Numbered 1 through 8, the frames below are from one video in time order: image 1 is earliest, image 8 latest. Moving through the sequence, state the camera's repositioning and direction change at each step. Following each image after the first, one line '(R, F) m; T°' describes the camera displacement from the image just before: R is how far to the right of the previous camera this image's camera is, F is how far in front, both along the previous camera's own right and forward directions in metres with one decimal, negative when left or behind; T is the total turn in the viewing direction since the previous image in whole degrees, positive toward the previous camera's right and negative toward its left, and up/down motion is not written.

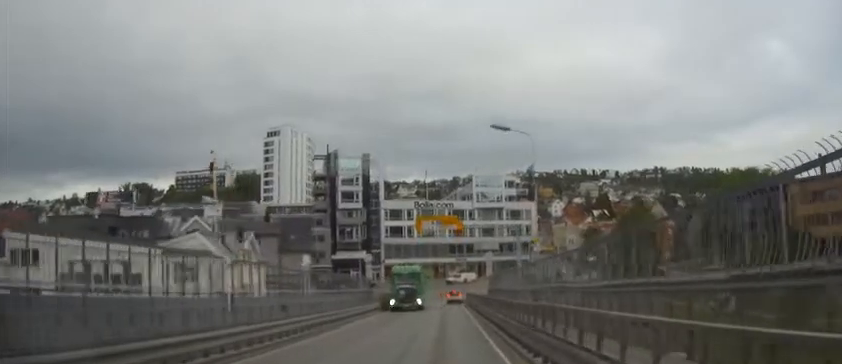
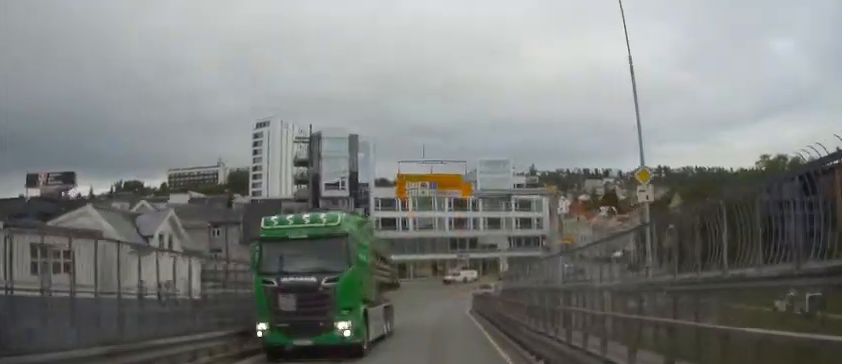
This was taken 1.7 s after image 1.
(0.0, +13.3) m; -1°
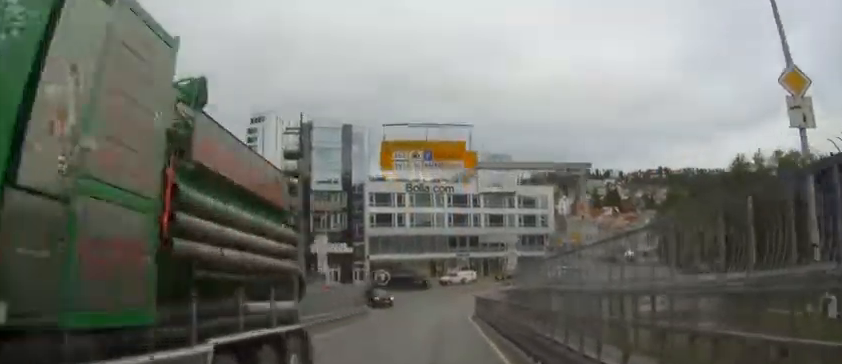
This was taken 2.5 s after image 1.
(-0.1, +5.1) m; -1°
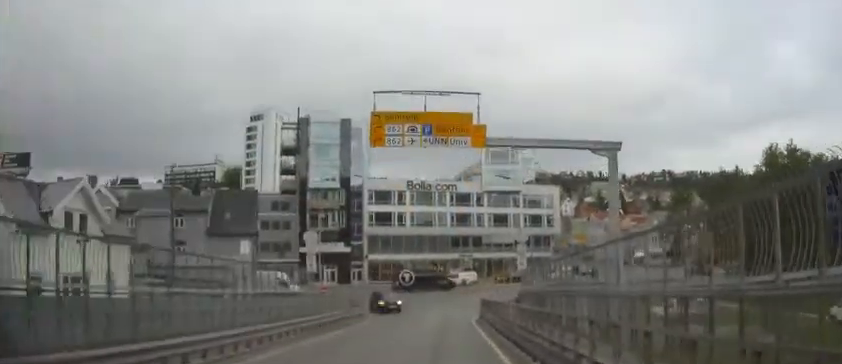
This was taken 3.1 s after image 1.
(0.0, +3.1) m; 0°
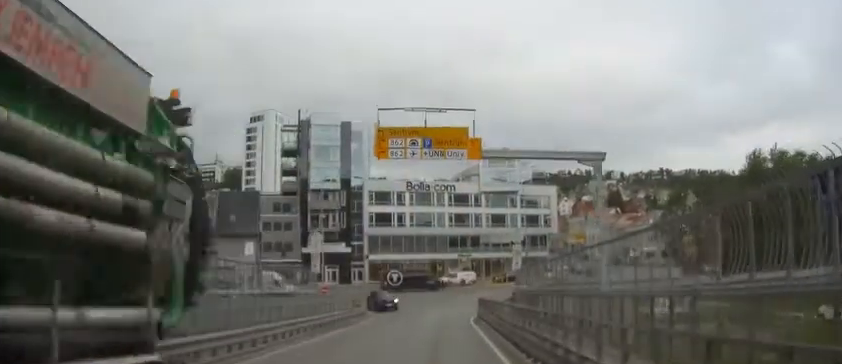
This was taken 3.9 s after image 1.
(0.0, +4.0) m; 0°
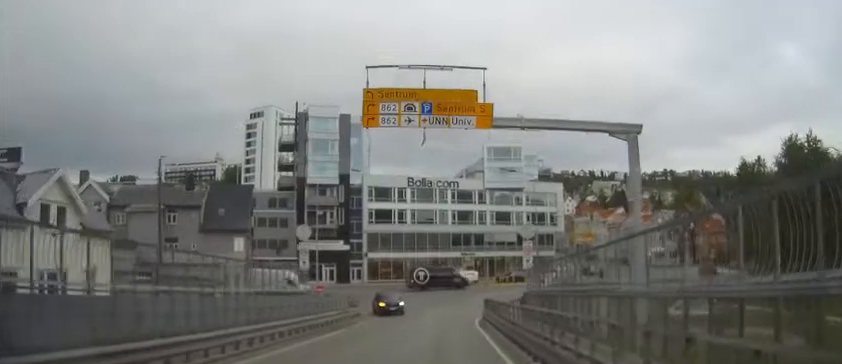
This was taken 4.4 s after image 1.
(0.0, +2.6) m; 0°
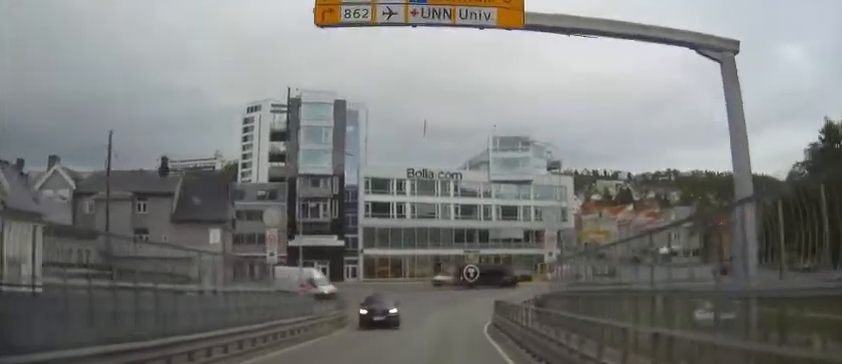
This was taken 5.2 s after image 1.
(-0.1, +4.8) m; +1°
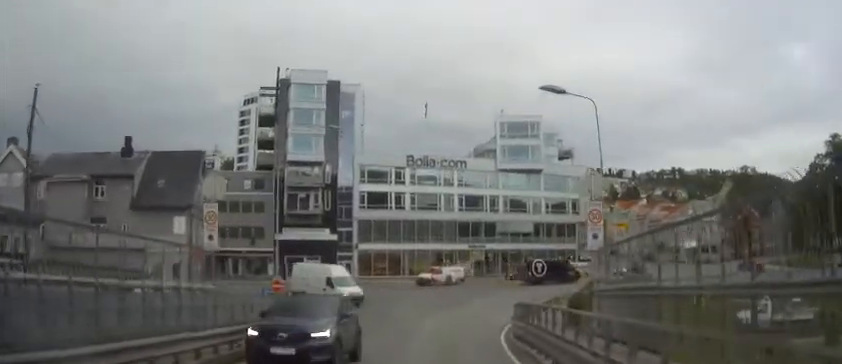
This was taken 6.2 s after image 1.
(+0.1, +6.0) m; +2°
